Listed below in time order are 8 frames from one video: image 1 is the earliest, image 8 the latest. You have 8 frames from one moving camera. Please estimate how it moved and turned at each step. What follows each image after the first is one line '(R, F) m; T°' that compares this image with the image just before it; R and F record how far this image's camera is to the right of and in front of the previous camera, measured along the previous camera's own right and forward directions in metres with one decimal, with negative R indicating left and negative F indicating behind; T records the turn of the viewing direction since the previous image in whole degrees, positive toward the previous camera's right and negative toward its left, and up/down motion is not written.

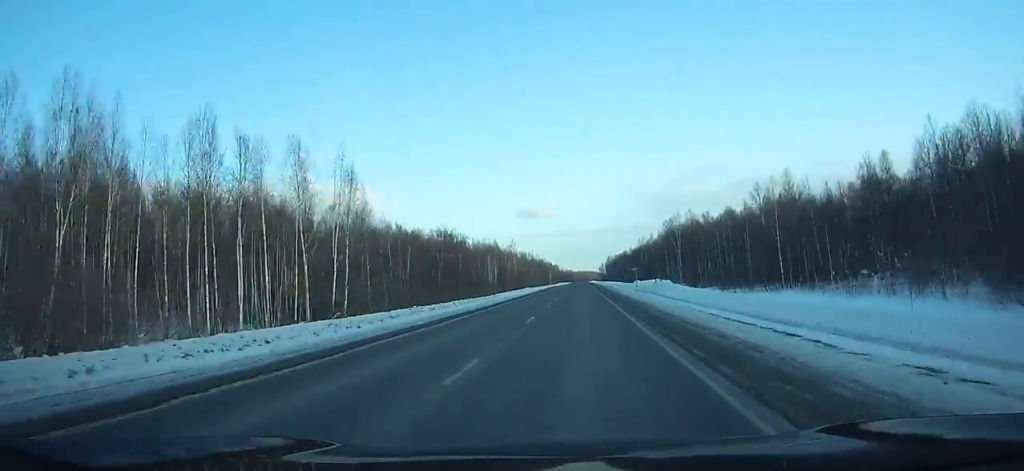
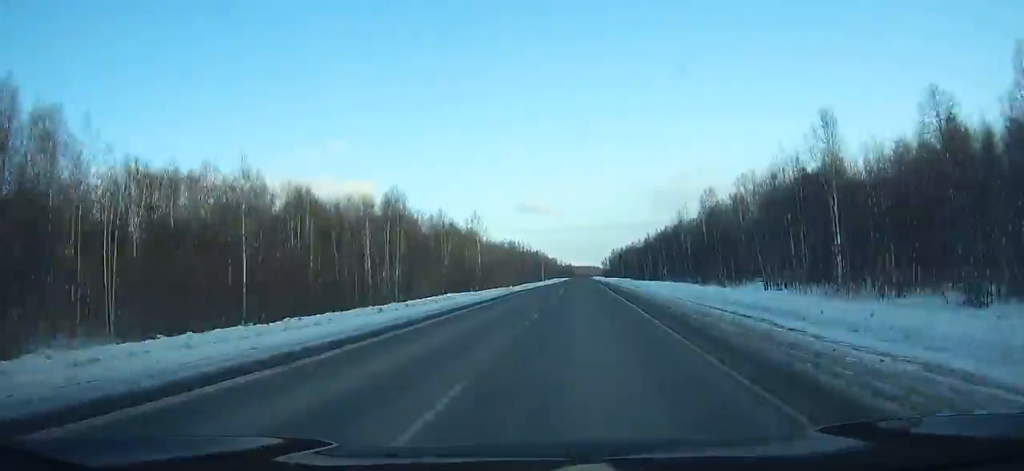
(-0.4, +74.7) m; 0°
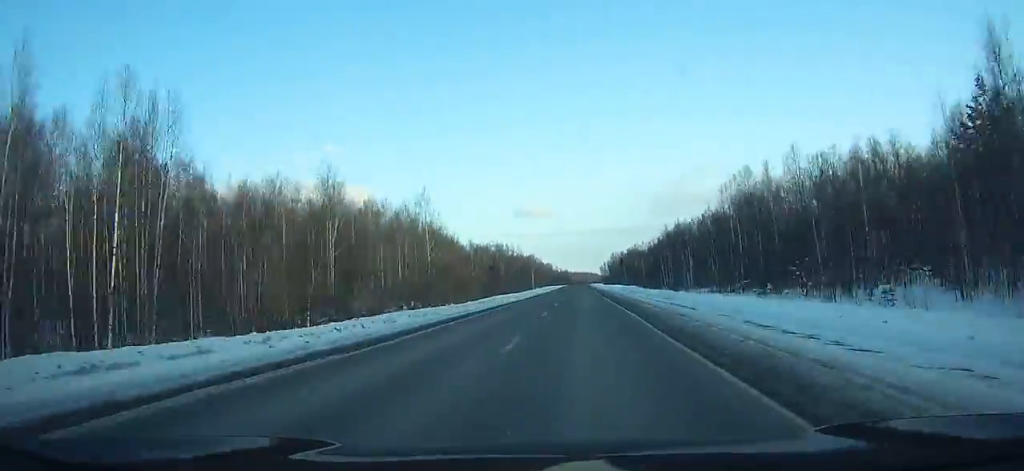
(0.0, +40.9) m; 0°
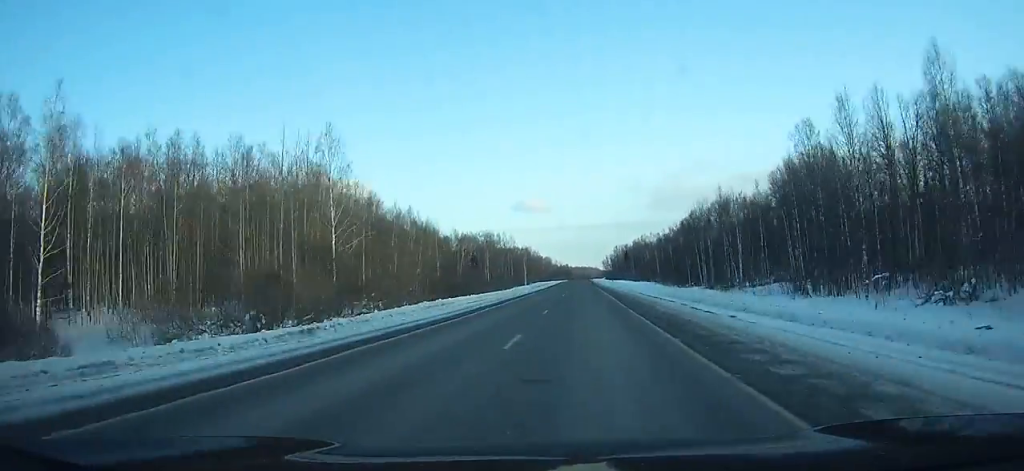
(+0.1, +35.6) m; 0°
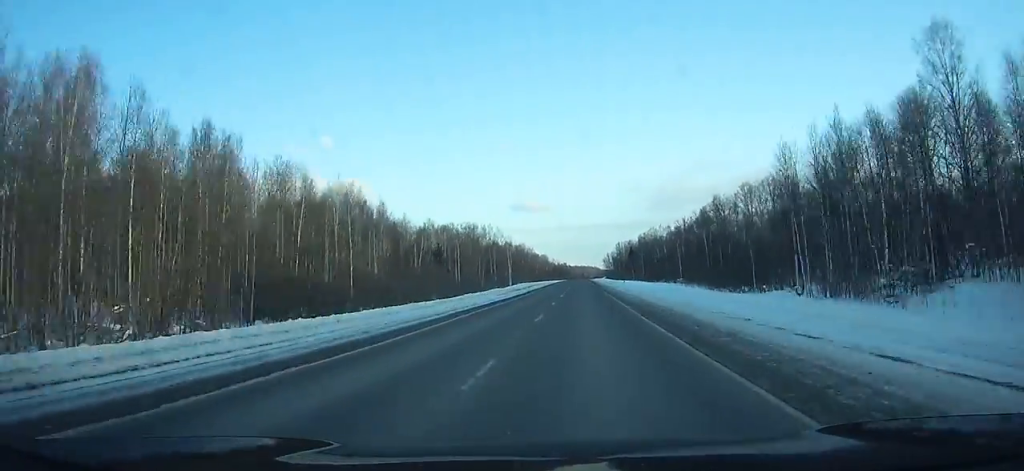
(0.0, +40.4) m; 0°
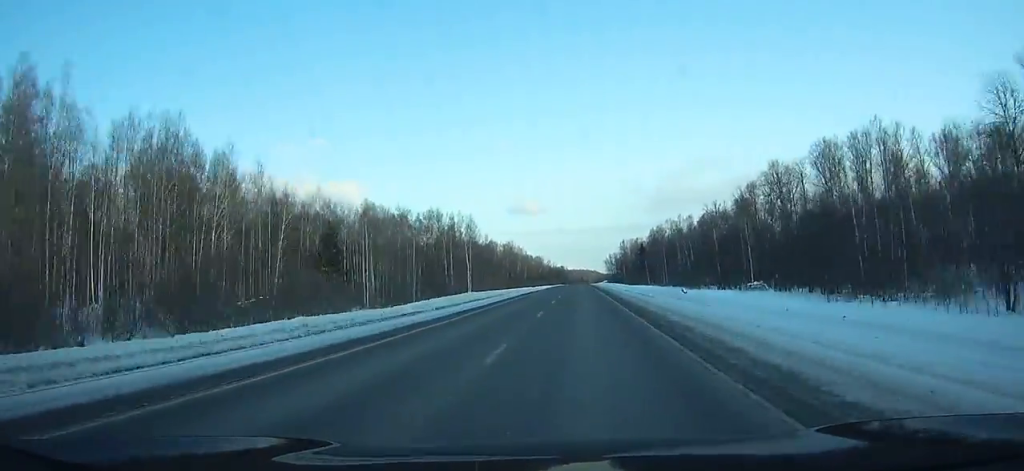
(0.0, +58.0) m; 0°
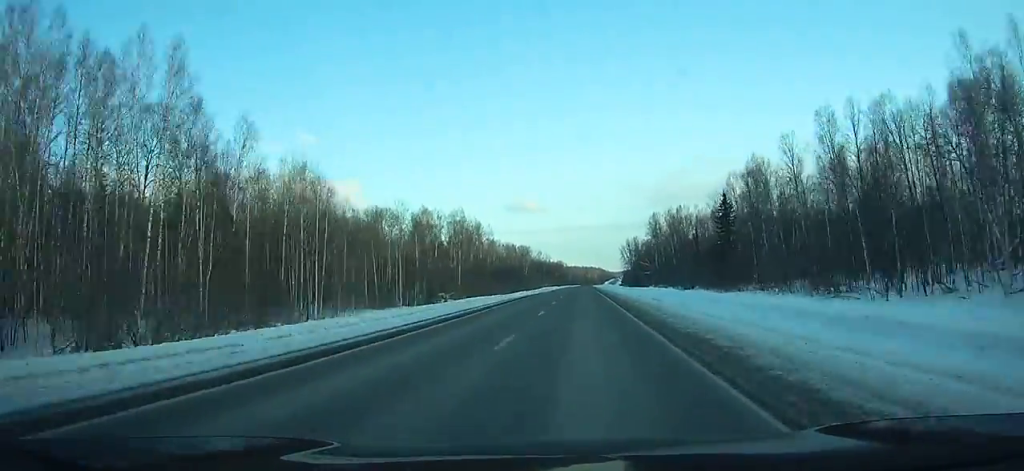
(+0.5, +144.1) m; 0°
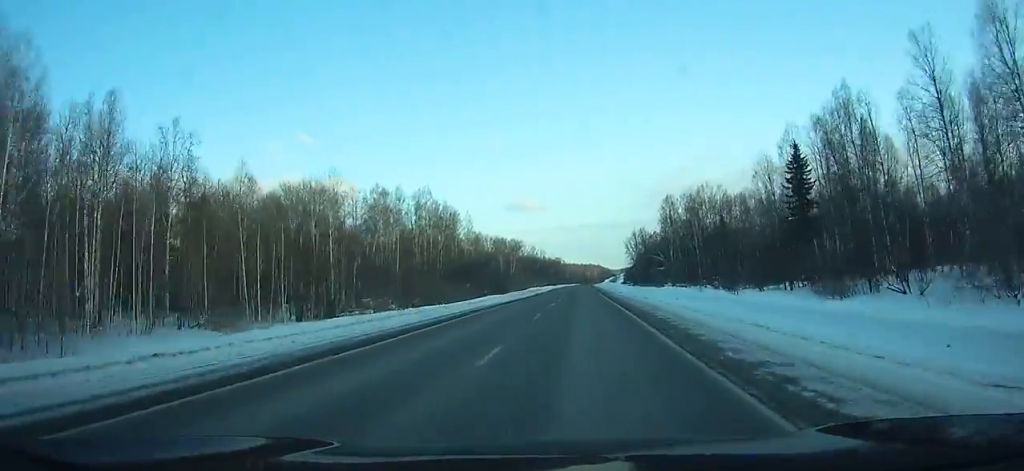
(+0.1, +38.5) m; 0°
